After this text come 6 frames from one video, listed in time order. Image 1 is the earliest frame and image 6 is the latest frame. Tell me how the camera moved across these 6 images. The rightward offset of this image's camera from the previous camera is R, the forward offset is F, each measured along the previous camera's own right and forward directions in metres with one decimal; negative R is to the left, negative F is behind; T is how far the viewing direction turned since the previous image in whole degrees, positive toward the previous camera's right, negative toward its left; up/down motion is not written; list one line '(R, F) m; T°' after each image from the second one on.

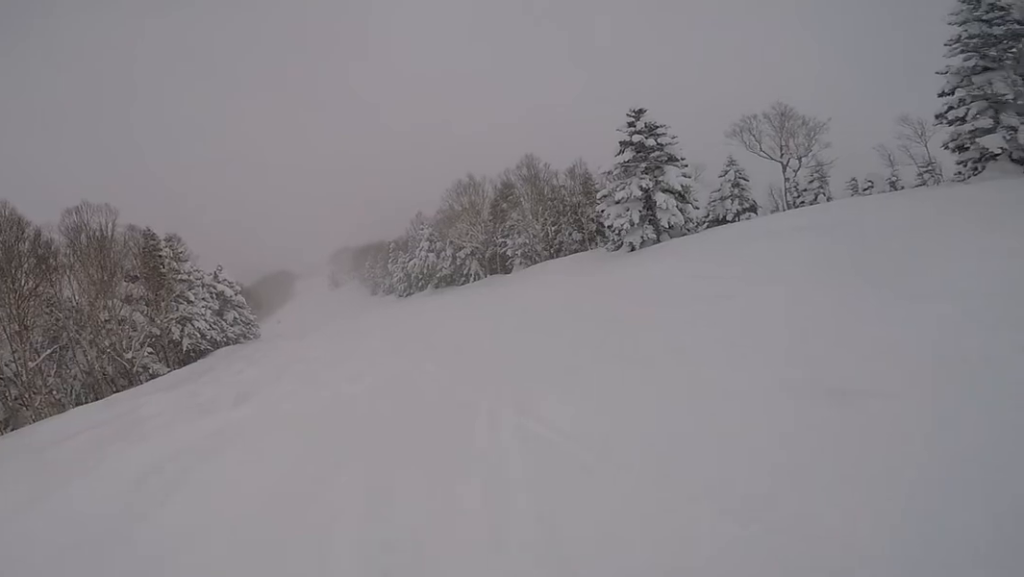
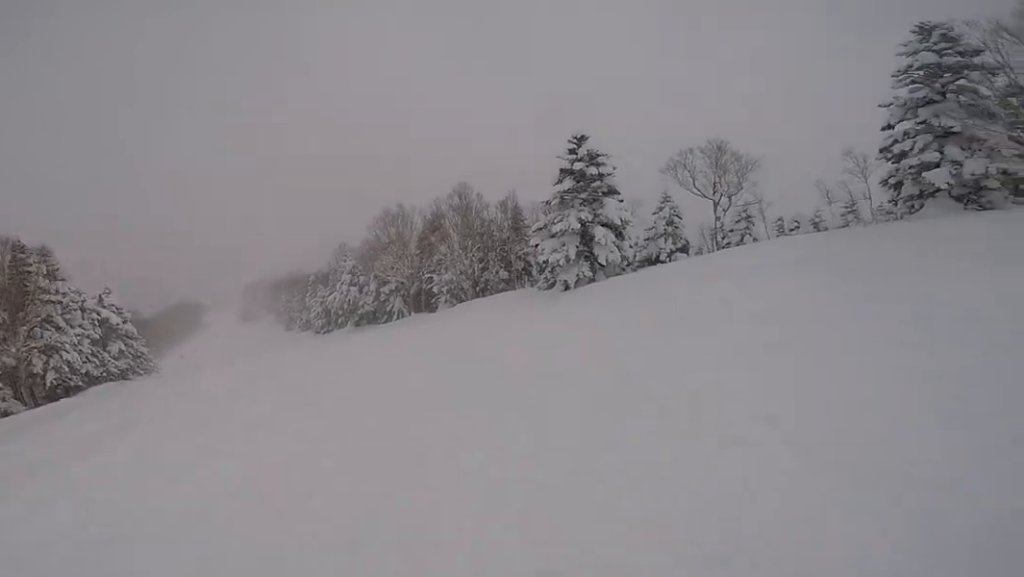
(+0.3, +3.9) m; +2°
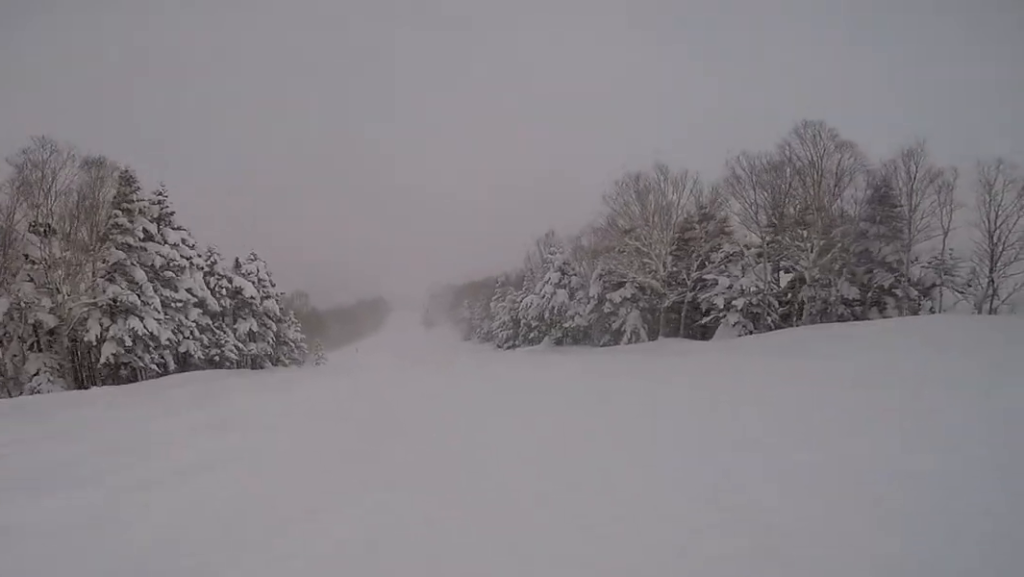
(-1.3, +17.0) m; -9°
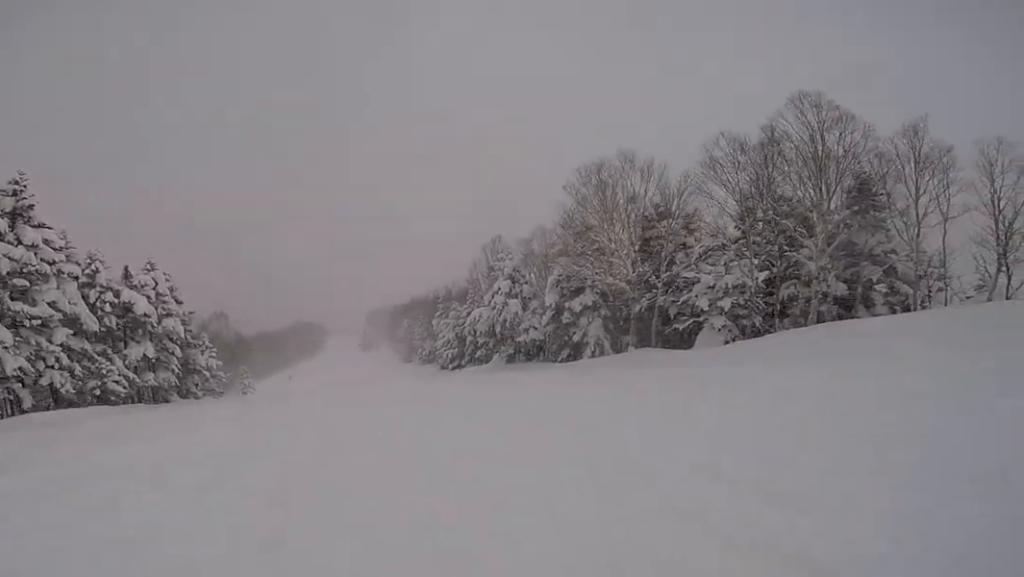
(+0.1, +5.5) m; +1°
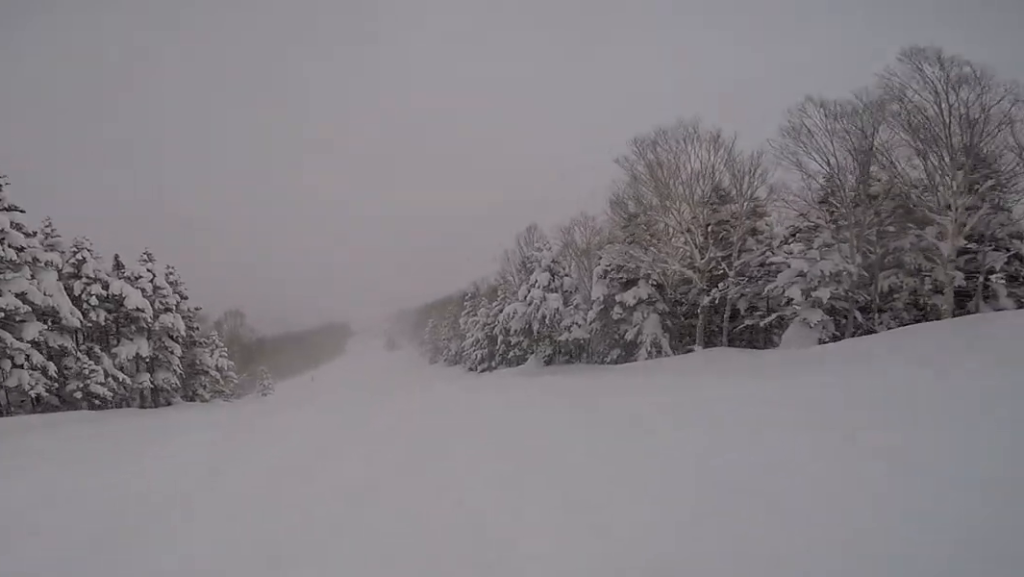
(+0.1, +3.9) m; +1°
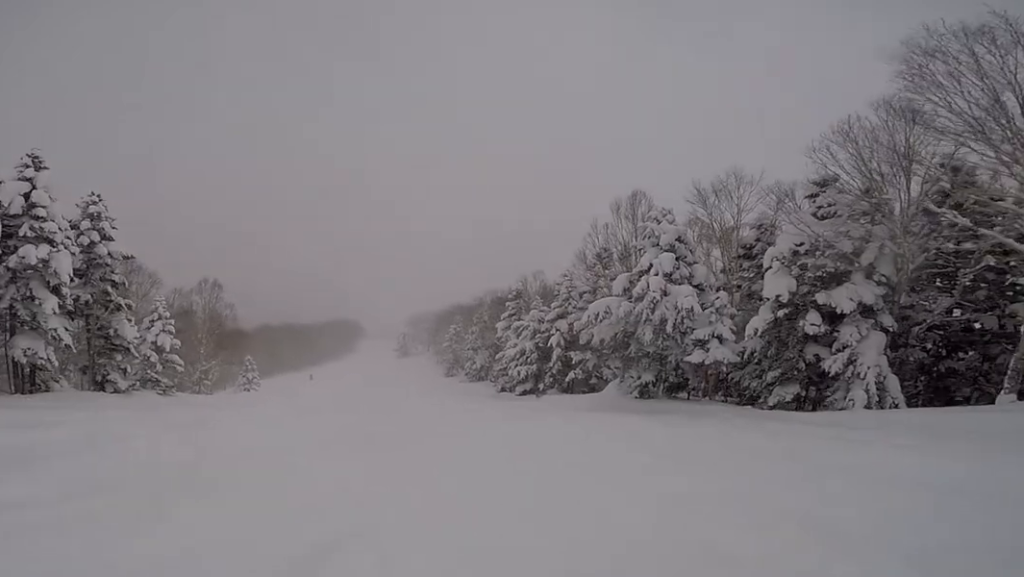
(-0.3, +12.8) m; -3°
